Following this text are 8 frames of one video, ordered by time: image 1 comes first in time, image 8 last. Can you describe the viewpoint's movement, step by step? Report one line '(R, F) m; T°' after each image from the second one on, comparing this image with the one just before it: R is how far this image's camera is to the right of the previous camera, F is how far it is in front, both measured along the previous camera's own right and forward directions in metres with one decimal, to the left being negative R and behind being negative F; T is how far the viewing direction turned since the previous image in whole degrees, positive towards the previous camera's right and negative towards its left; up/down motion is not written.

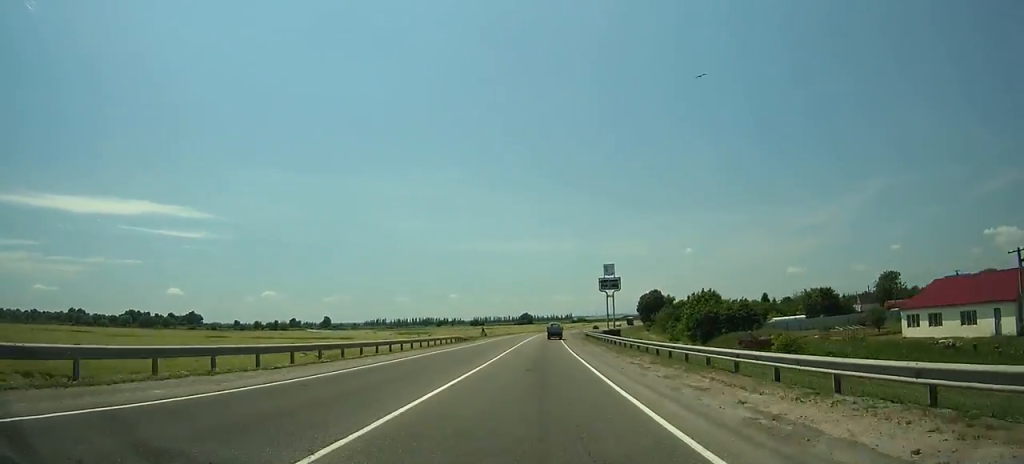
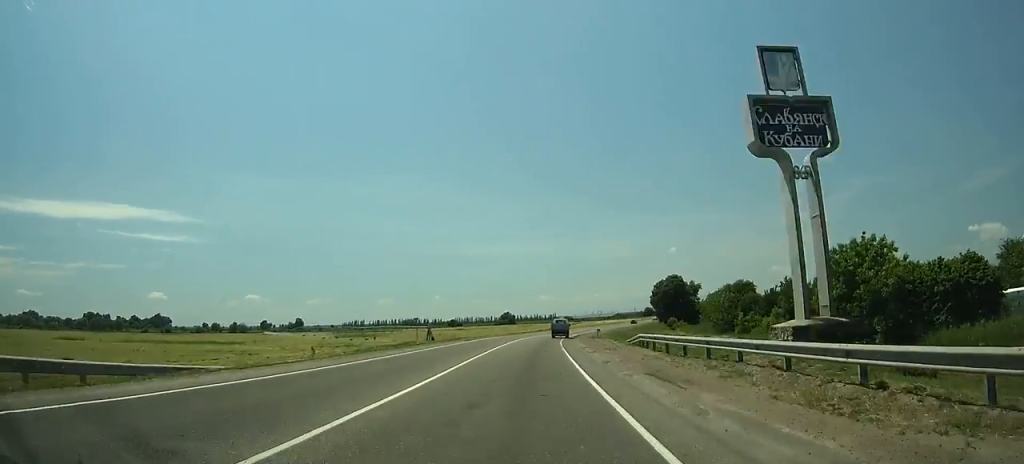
(+1.6, +59.0) m; +3°
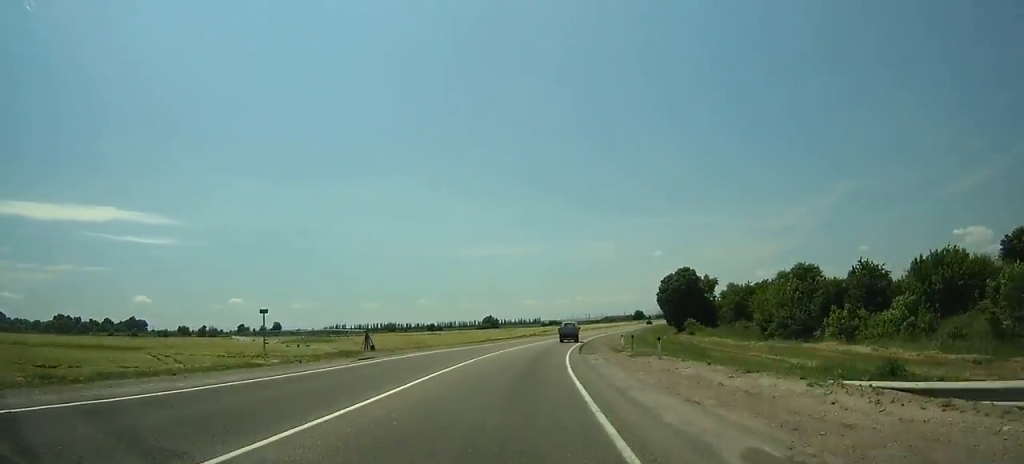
(+0.5, +29.0) m; +2°
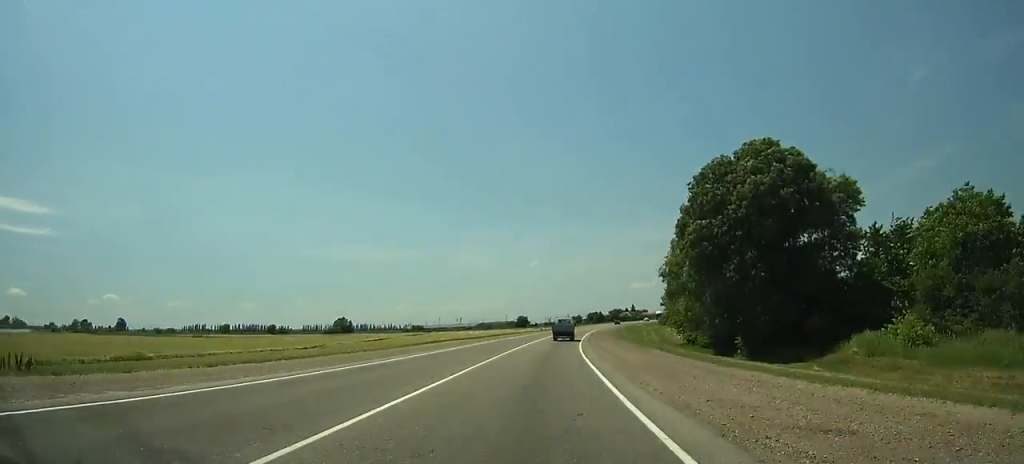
(+8.1, +104.2) m; +10°
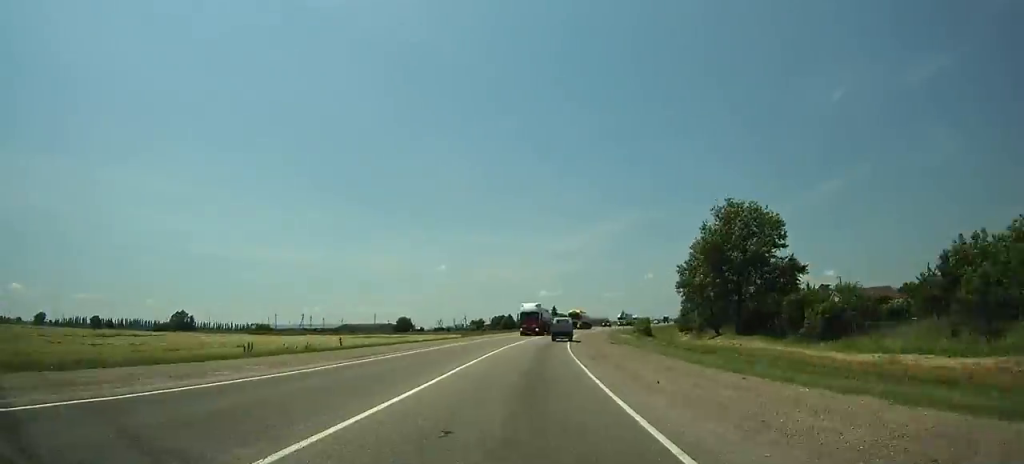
(+10.0, +114.7) m; +9°
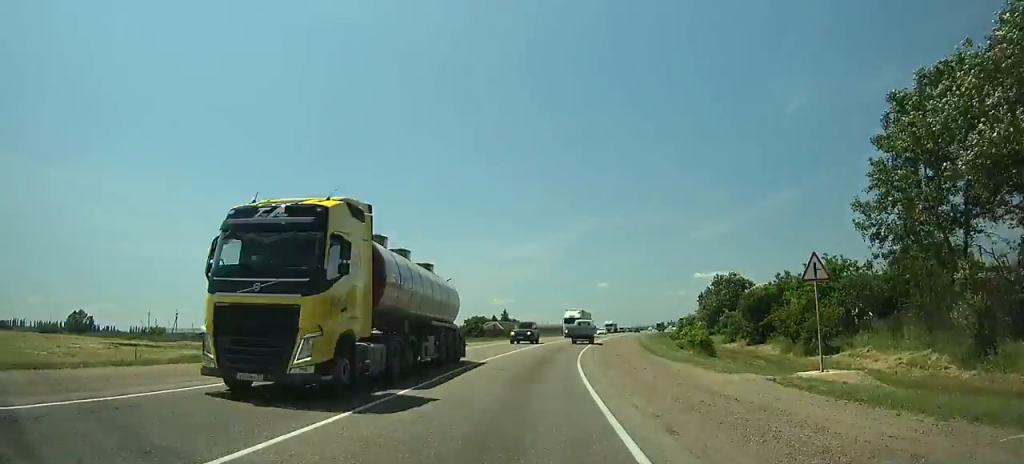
(+2.5, +57.0) m; +6°
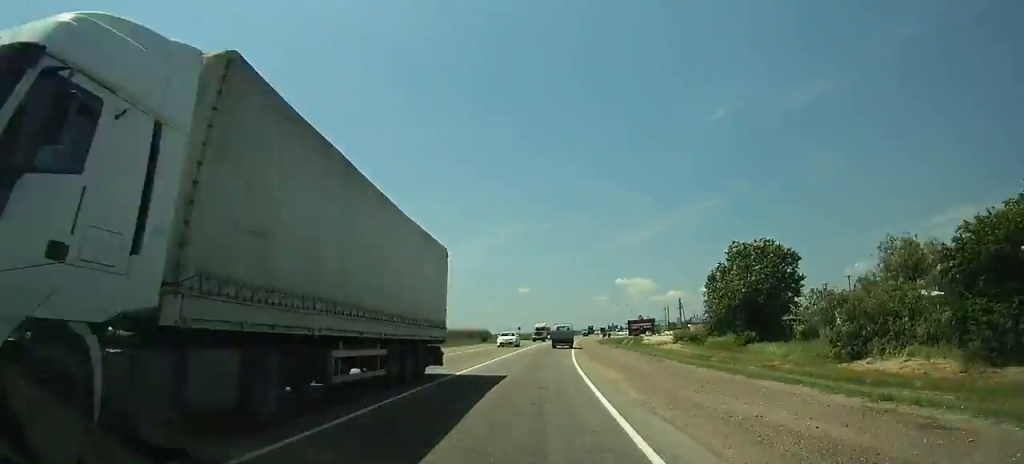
(+1.8, +44.0) m; +5°
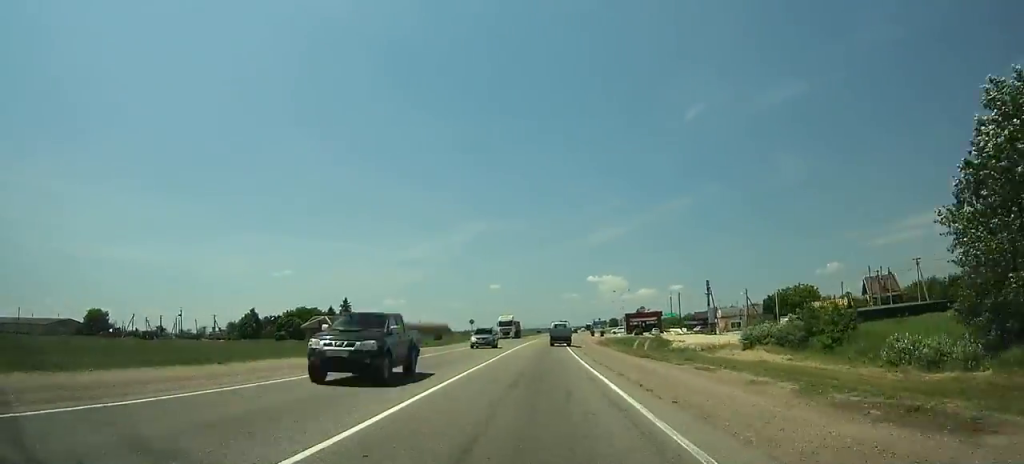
(+2.0, +43.9) m; +4°
